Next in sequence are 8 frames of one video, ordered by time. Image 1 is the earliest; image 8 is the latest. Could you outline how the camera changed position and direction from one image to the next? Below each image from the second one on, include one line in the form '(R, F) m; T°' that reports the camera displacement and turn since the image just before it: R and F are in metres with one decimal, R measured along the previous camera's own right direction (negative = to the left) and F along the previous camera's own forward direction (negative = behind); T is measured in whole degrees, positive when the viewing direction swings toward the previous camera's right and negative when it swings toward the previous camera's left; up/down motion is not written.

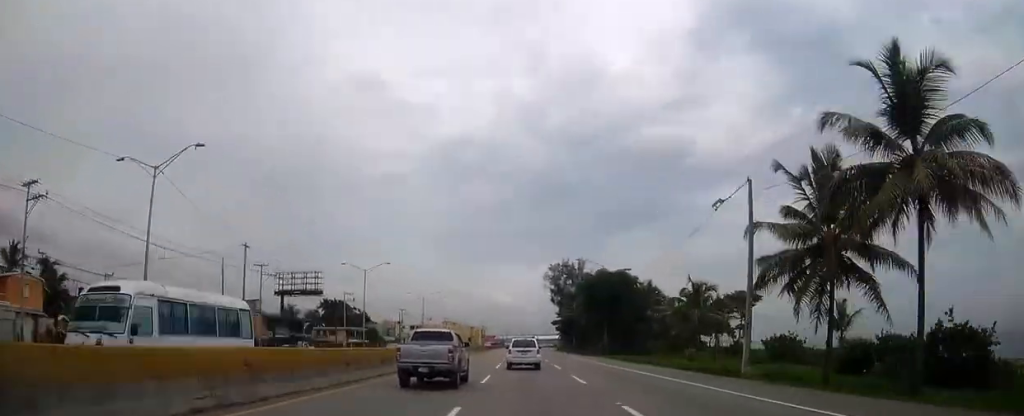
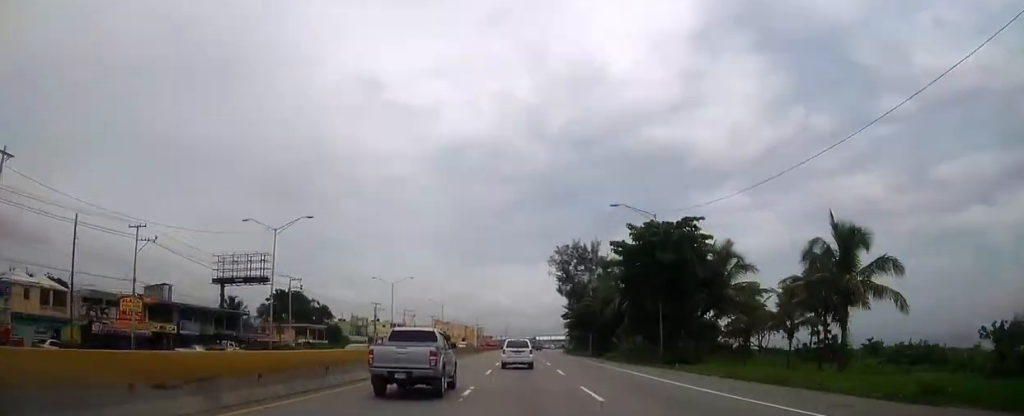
(0.0, +30.8) m; 0°
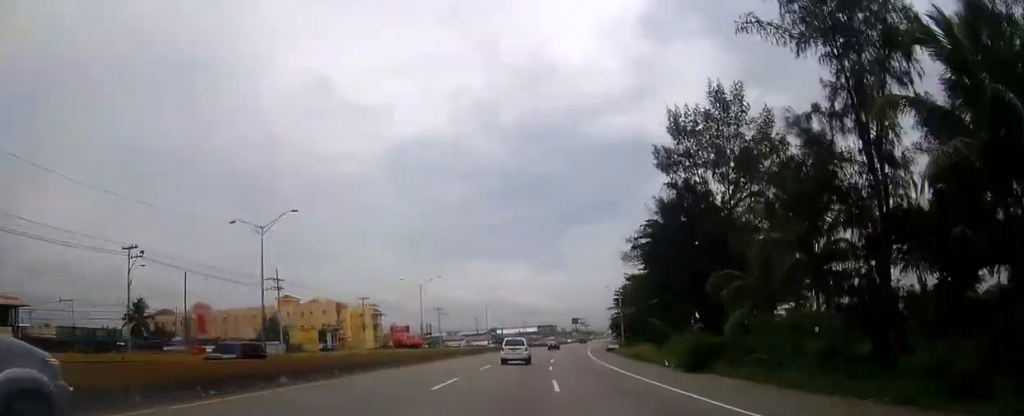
(+2.6, +152.5) m; +4°
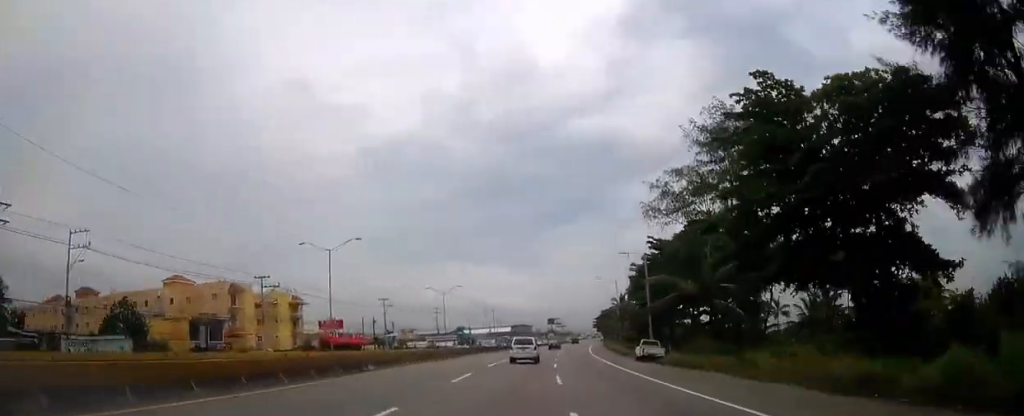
(0.0, +36.5) m; +2°
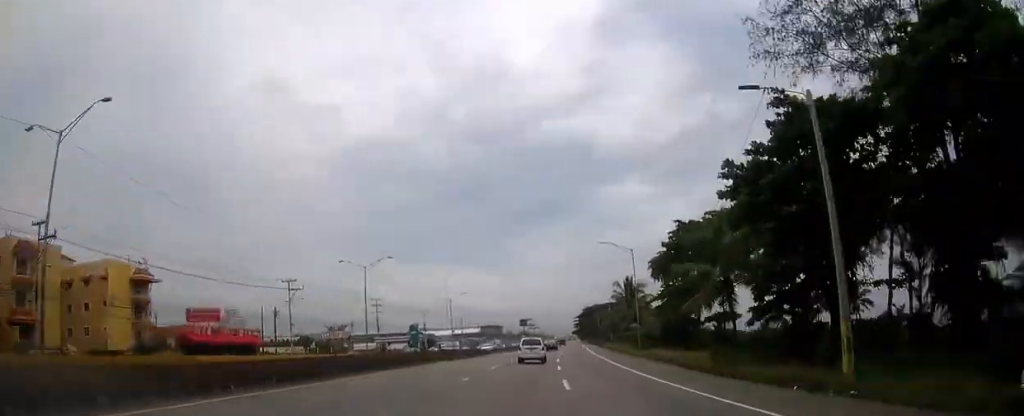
(+1.4, +39.5) m; +2°
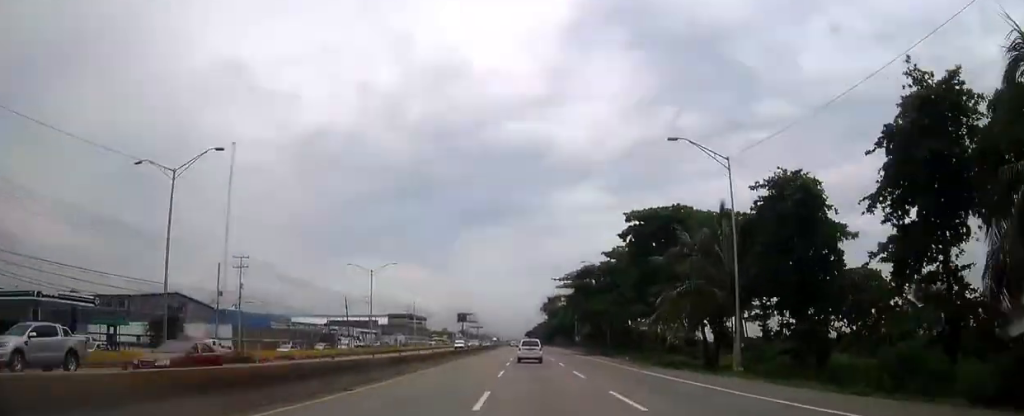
(+8.1, +144.9) m; +5°
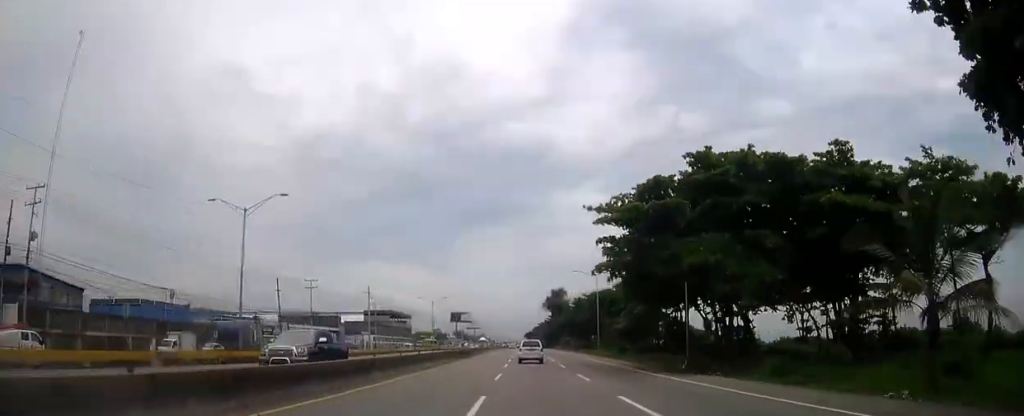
(+0.2, +38.9) m; 0°
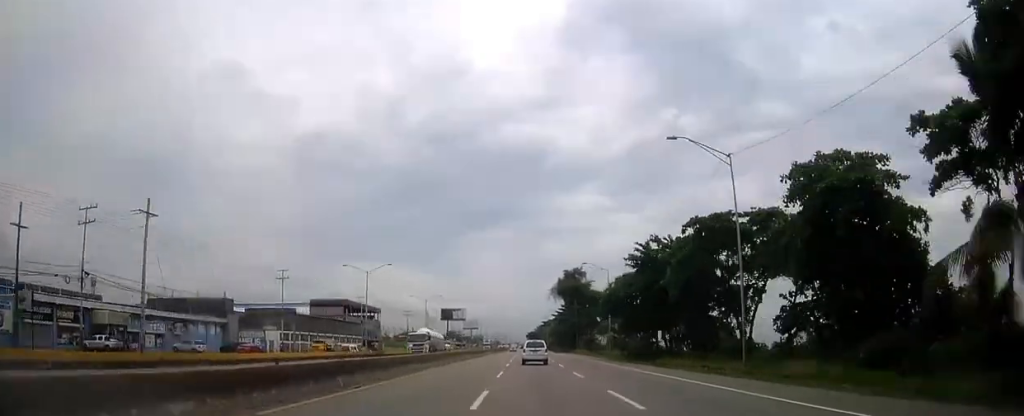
(+0.2, +60.6) m; 0°
